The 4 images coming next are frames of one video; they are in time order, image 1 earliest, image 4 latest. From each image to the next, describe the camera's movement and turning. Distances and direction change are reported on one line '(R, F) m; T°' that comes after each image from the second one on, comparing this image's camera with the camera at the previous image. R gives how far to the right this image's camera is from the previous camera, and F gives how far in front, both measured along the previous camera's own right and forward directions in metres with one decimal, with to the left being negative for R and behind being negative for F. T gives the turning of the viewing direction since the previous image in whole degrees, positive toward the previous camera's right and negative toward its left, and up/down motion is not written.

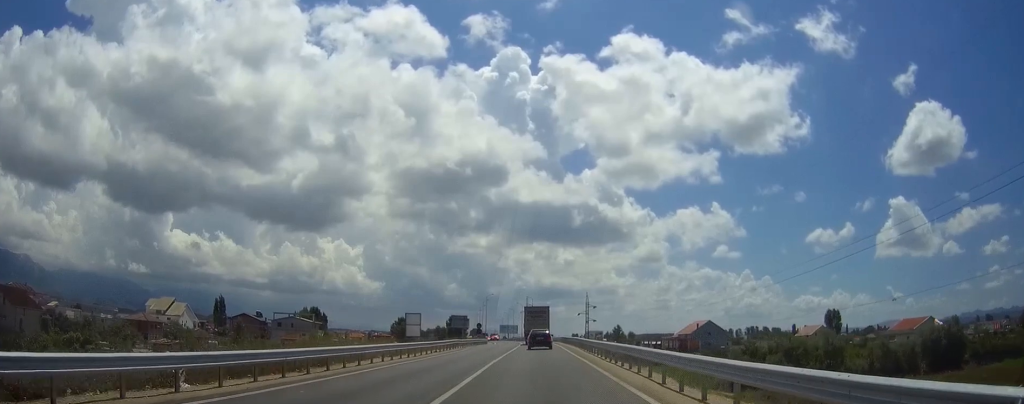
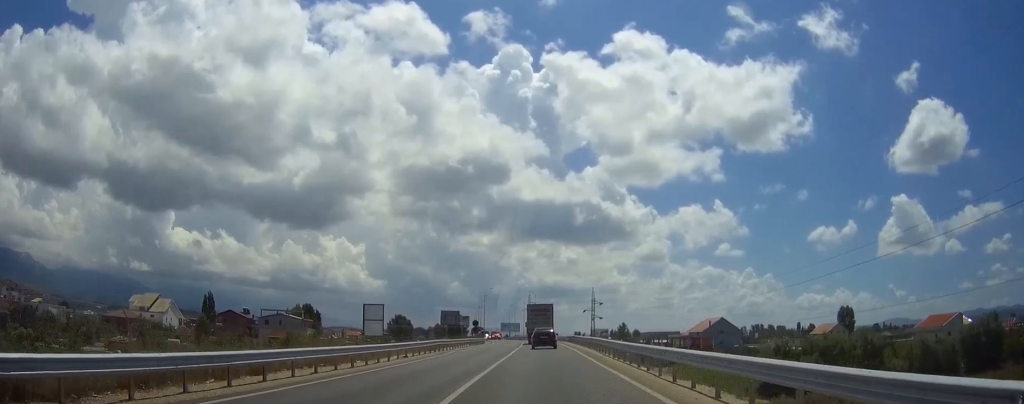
(0.0, +11.9) m; 0°
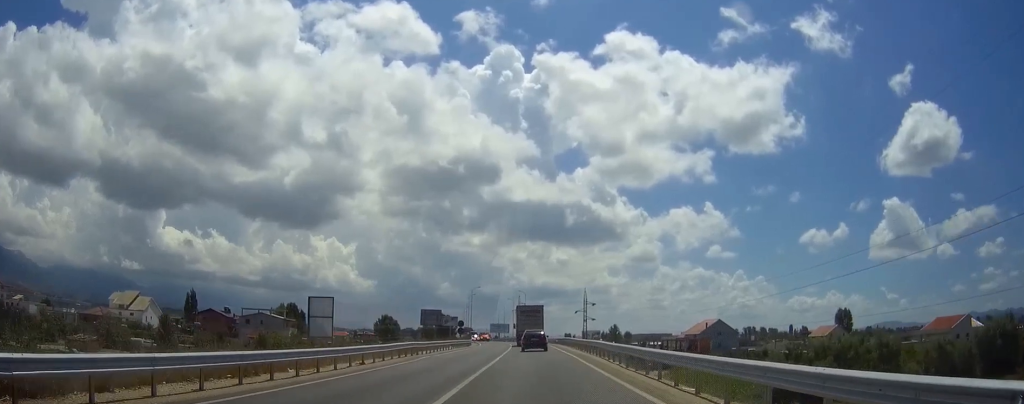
(0.0, +6.9) m; 0°
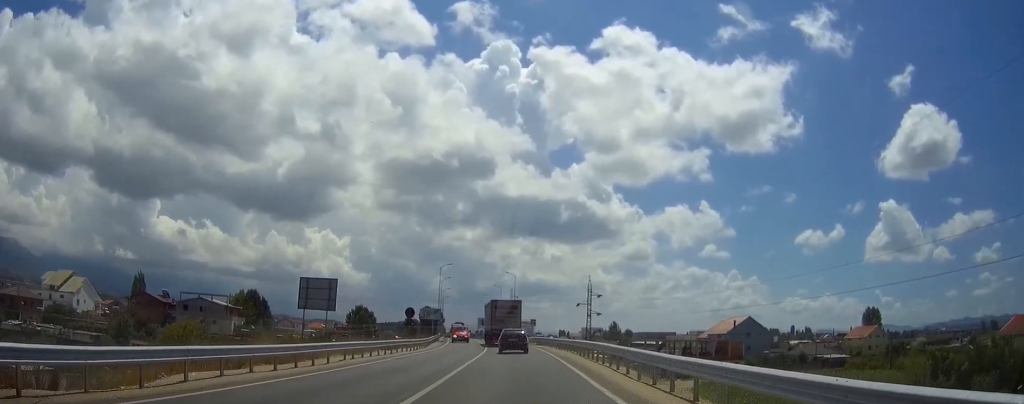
(+0.4, +33.7) m; +2°
